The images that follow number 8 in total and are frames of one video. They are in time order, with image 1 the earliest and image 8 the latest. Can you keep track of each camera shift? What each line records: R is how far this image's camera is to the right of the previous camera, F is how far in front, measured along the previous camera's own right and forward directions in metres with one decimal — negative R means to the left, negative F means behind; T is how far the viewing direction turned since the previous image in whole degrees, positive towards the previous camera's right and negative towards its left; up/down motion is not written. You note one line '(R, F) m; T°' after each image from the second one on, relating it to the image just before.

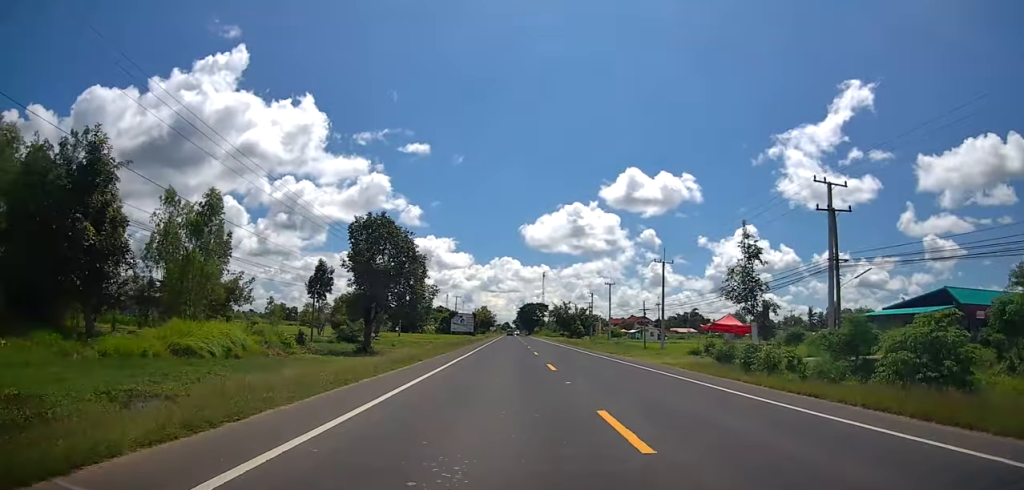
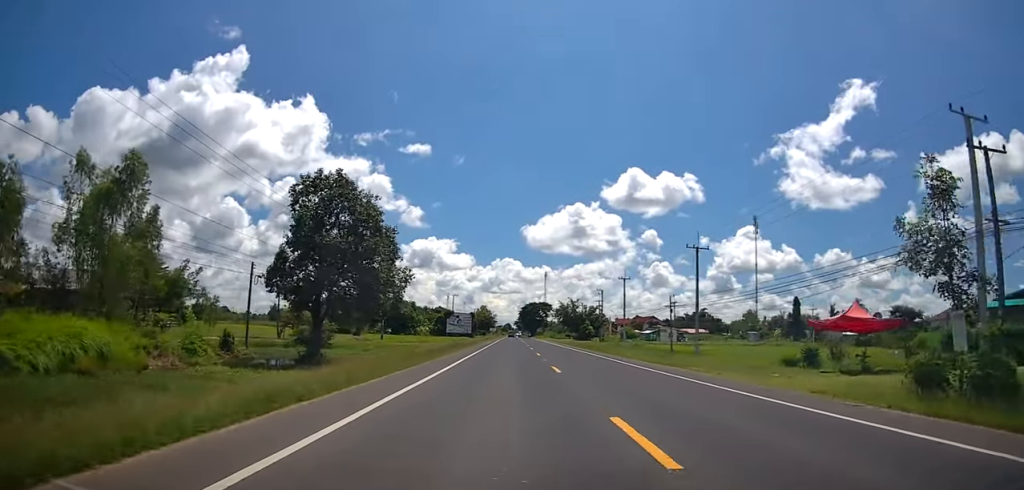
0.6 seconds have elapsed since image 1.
(0.0, +12.9) m; 0°
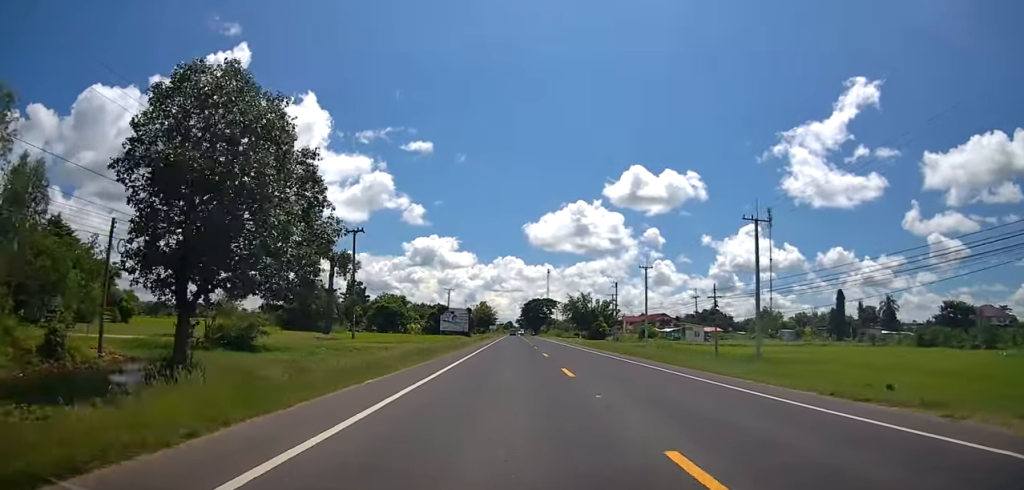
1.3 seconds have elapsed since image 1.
(0.0, +14.5) m; 0°
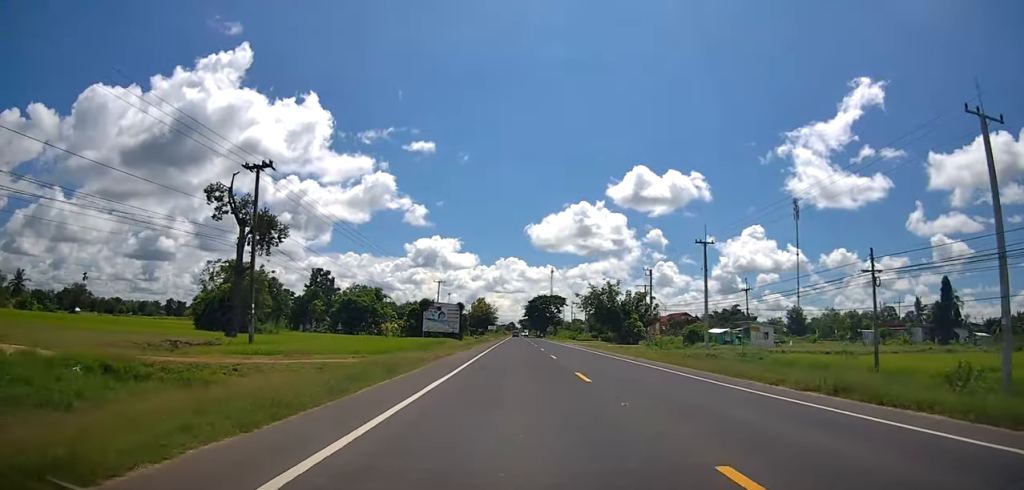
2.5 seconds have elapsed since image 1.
(0.0, +26.1) m; 0°
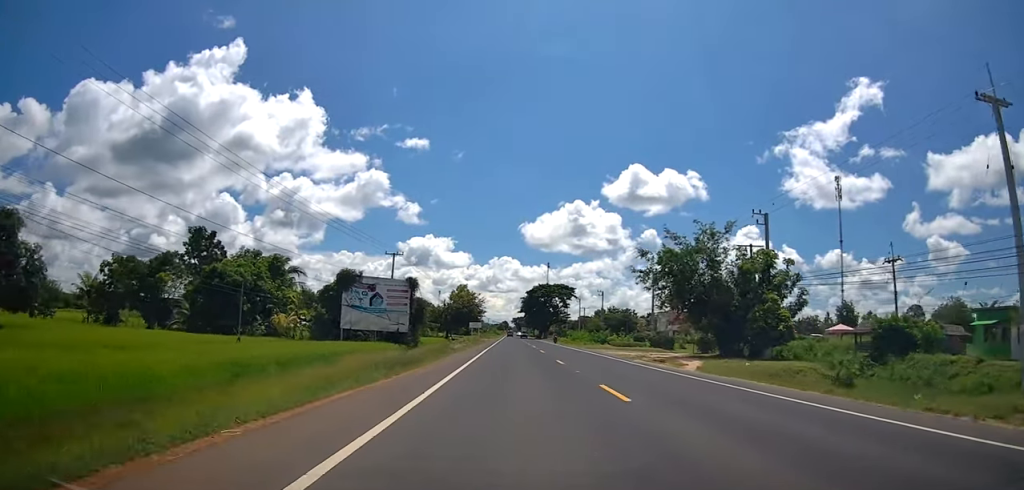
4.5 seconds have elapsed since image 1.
(+0.1, +40.9) m; 0°
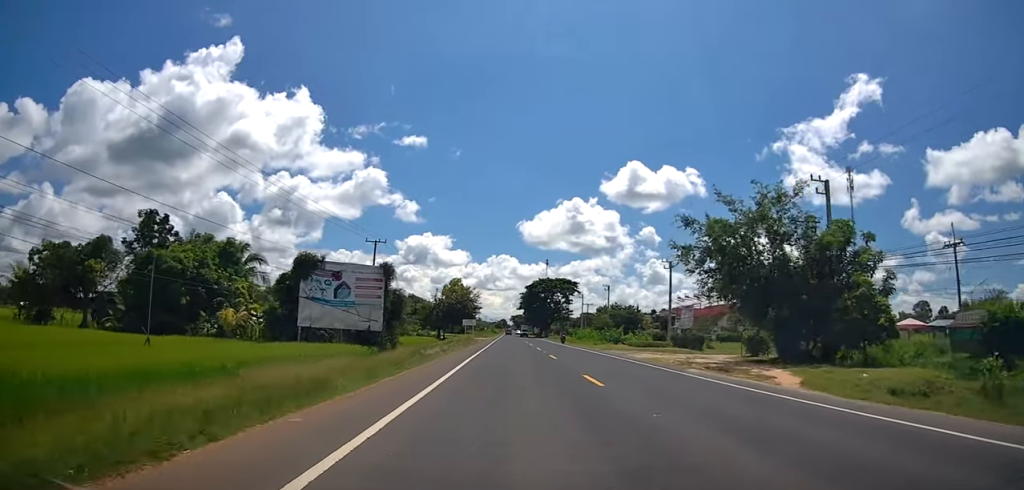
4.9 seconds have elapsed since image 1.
(0.0, +9.7) m; 0°
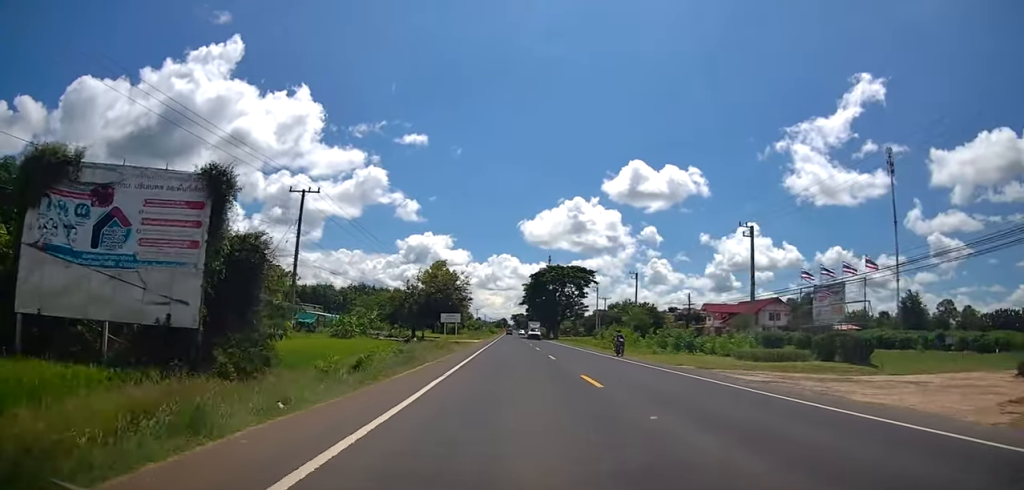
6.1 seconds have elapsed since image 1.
(0.0, +24.9) m; 0°
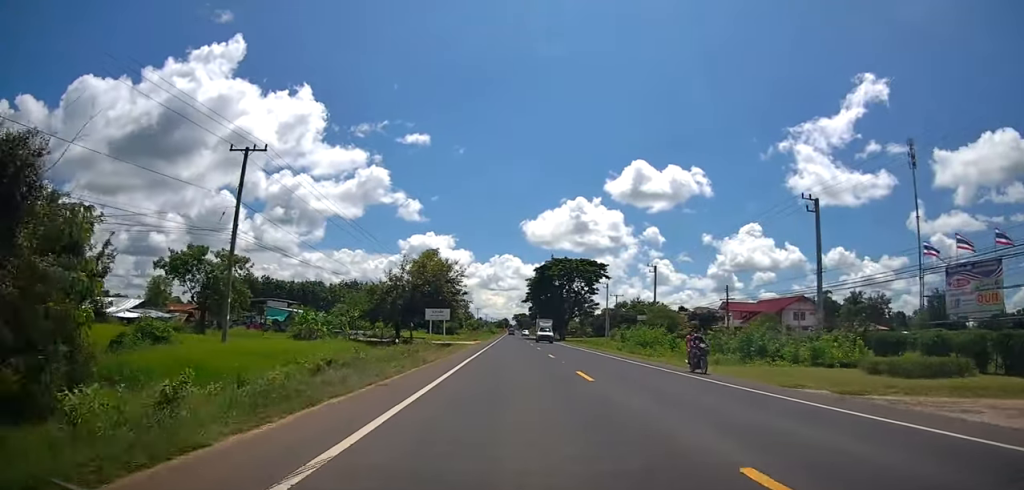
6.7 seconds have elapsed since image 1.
(0.0, +10.7) m; 0°
